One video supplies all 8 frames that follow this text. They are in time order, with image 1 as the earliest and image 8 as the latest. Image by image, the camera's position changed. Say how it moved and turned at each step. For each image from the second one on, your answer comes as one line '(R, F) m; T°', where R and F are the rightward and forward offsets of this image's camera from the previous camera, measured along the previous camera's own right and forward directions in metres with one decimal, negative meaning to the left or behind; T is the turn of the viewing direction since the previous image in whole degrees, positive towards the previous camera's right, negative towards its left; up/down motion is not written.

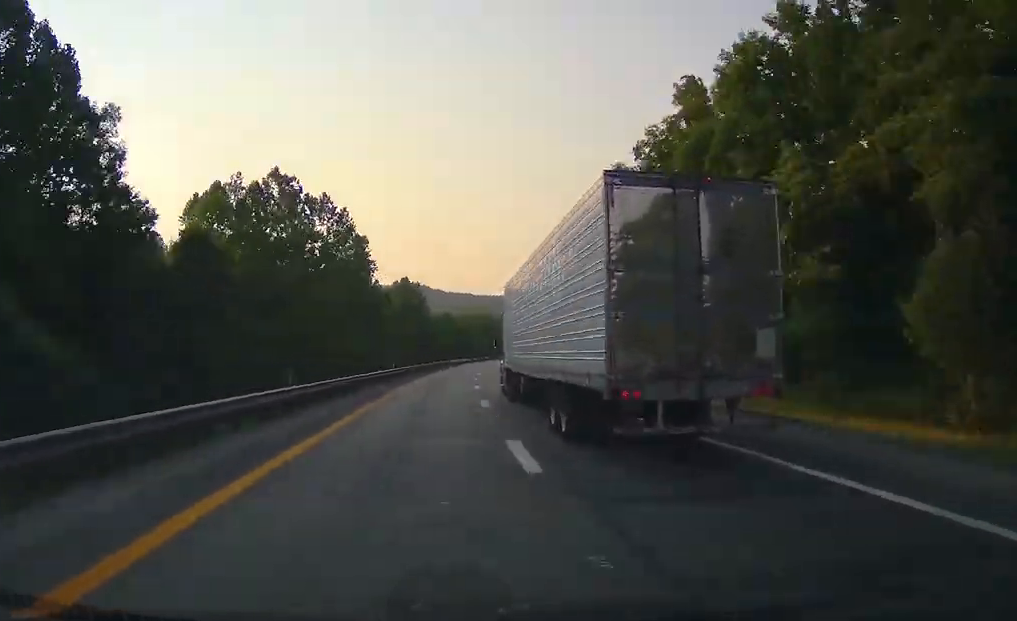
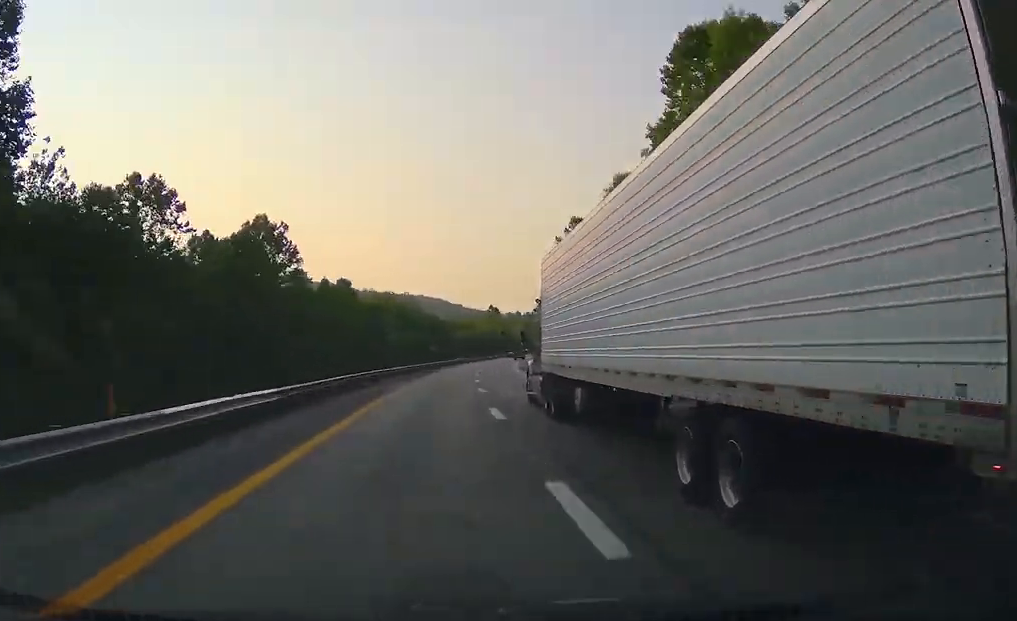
(+4.6, +102.6) m; +6°
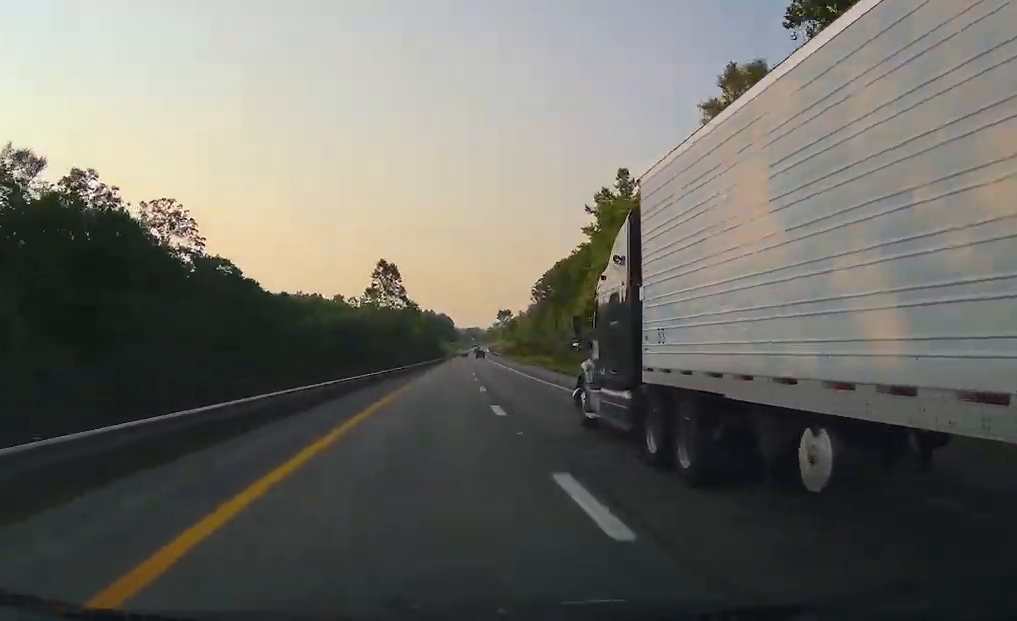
(+9.8, +135.3) m; +6°
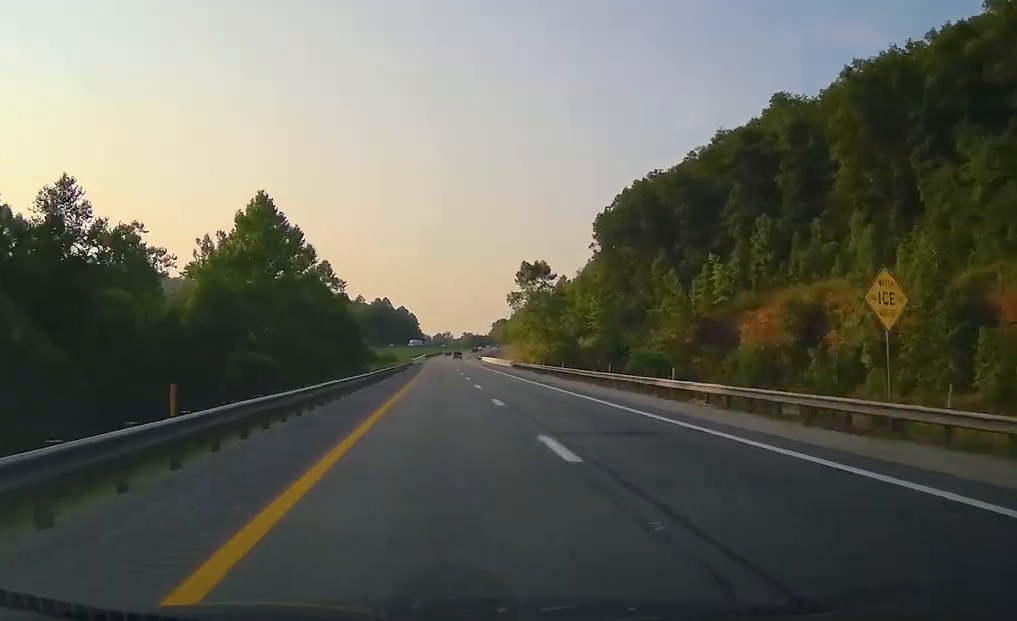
(+8.0, +201.9) m; +4°
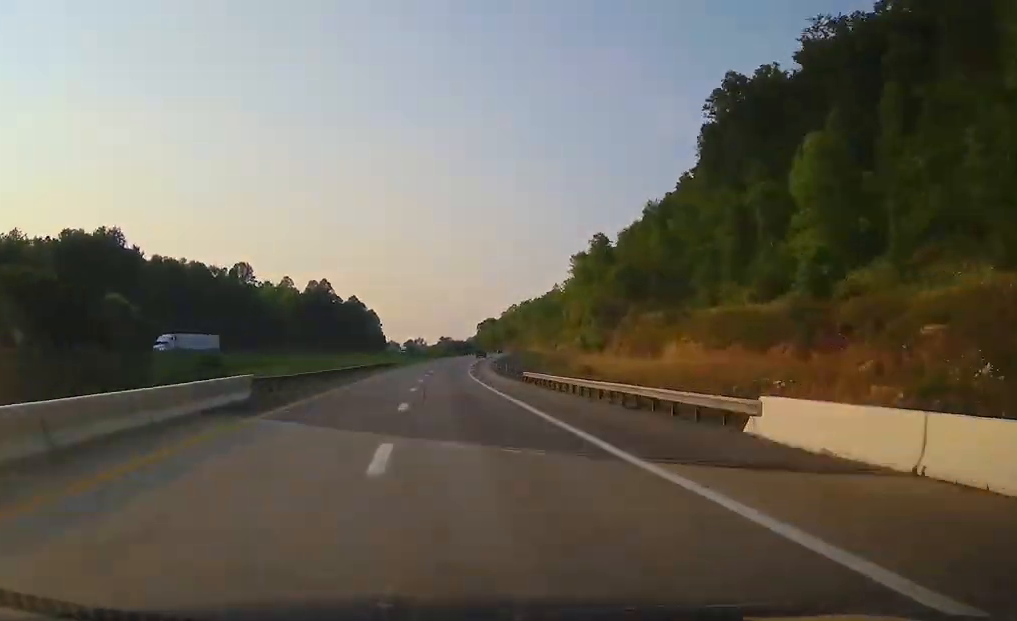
(+2.7, +143.7) m; +4°
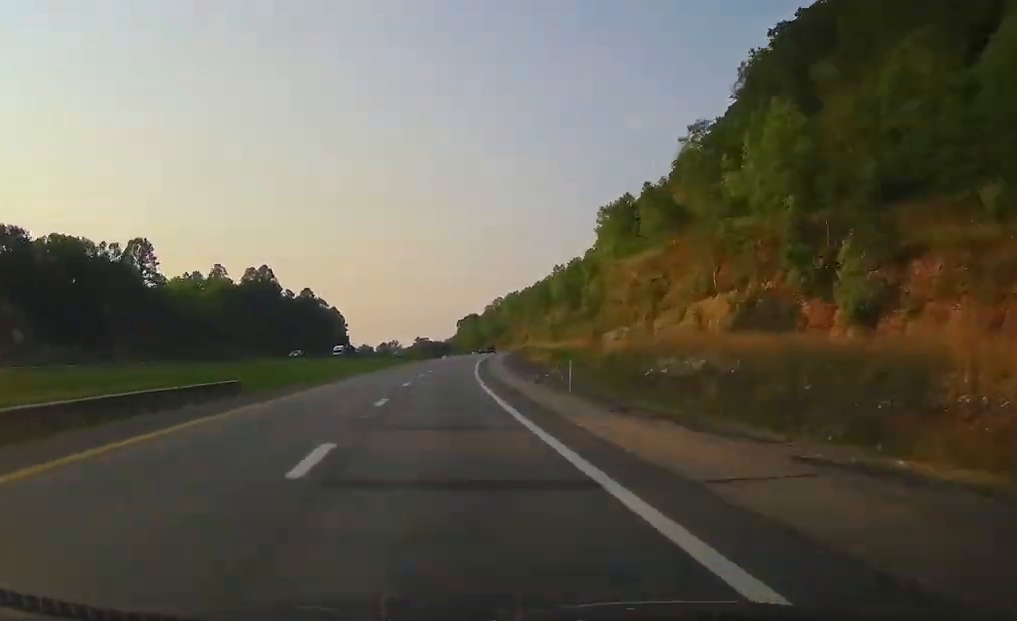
(+0.3, +60.3) m; +1°
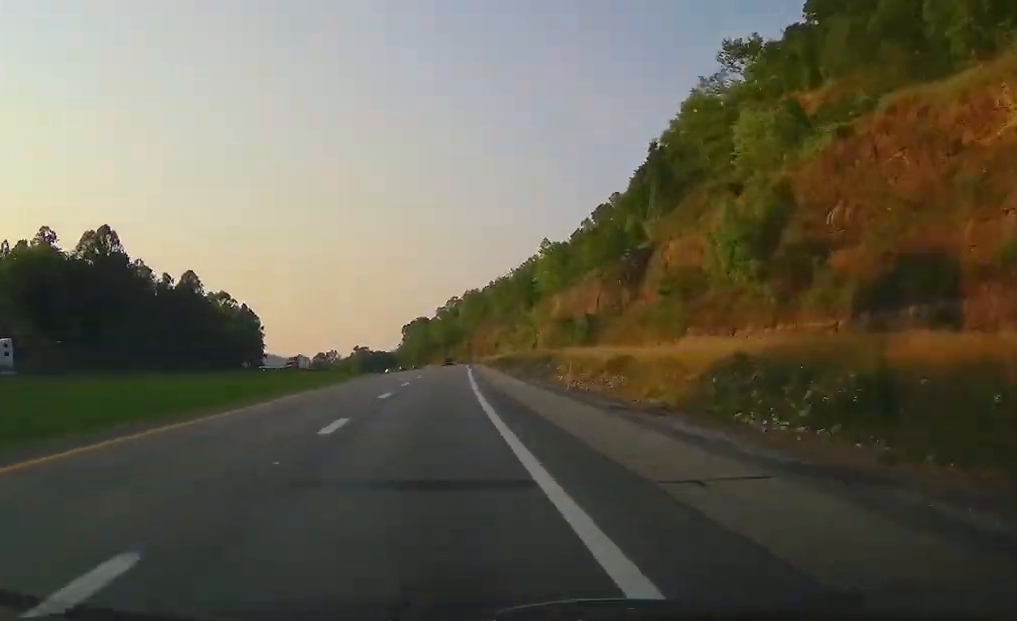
(+3.9, +78.7) m; 0°
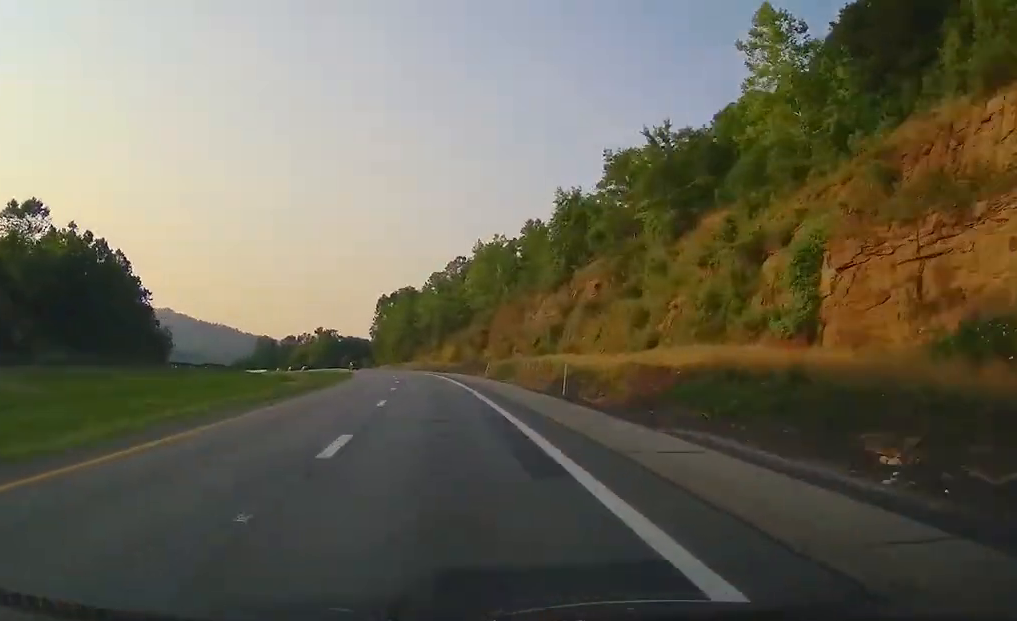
(-1.2, +124.6) m; -5°
